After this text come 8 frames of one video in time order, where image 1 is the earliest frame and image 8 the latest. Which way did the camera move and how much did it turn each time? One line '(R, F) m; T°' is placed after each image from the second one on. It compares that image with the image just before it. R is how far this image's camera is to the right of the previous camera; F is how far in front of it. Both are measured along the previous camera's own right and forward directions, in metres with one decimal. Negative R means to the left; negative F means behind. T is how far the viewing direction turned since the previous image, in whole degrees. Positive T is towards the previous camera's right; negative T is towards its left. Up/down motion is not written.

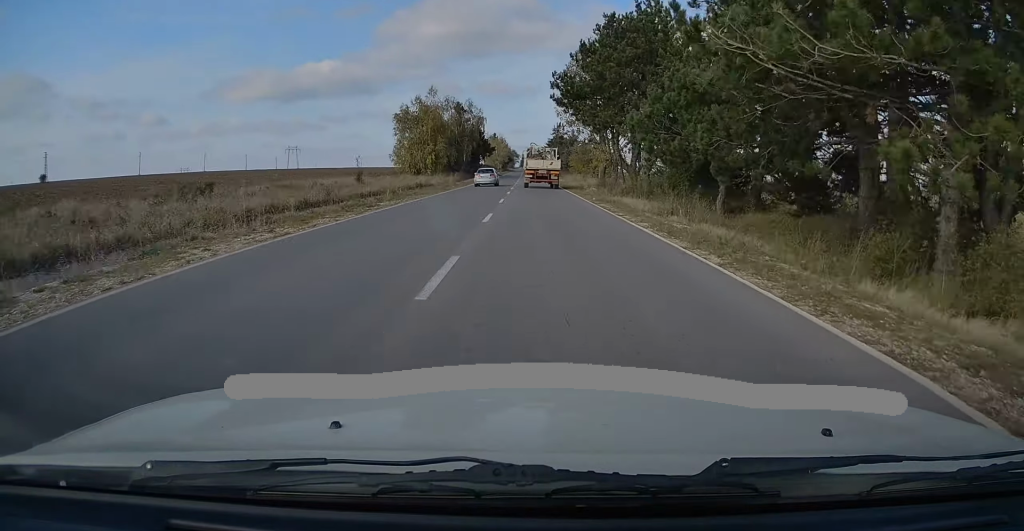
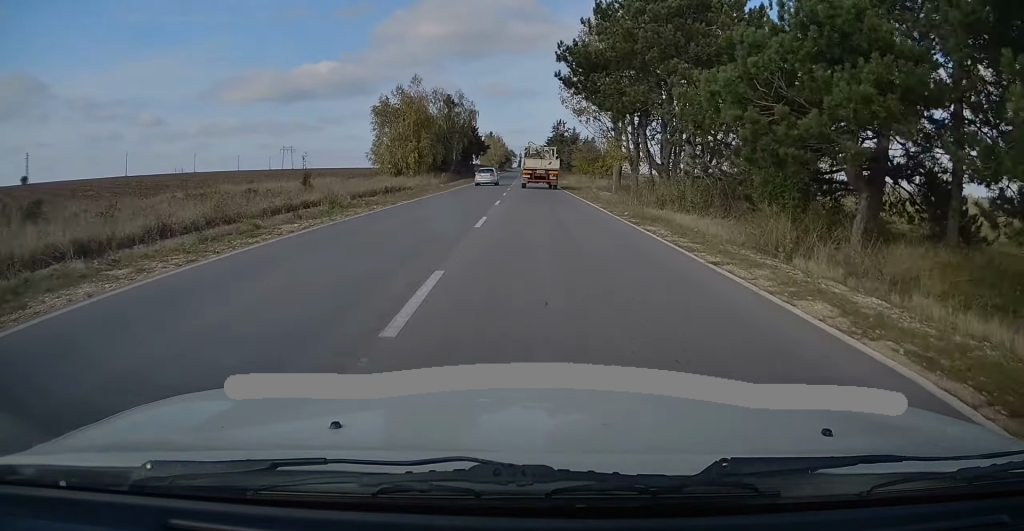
(+0.1, +10.0) m; 0°
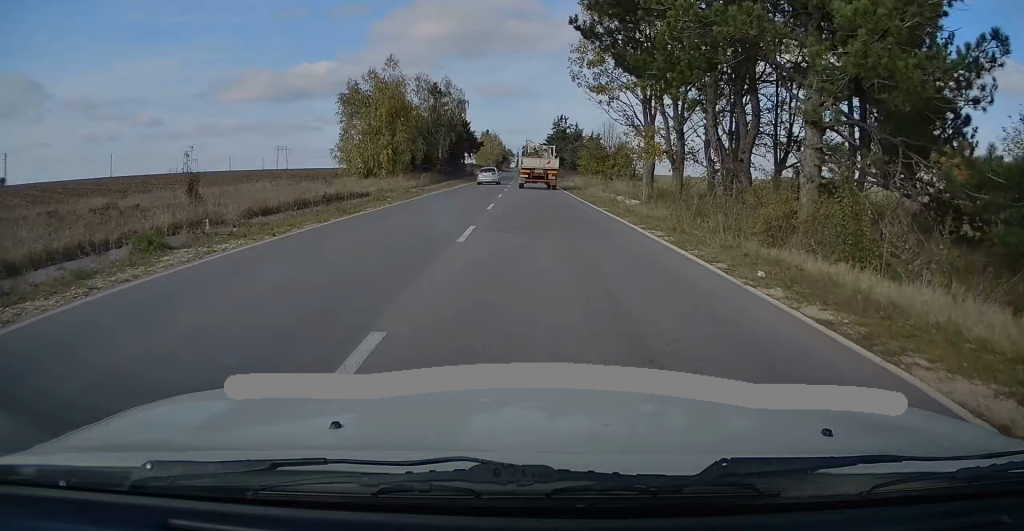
(0.0, +11.9) m; 0°
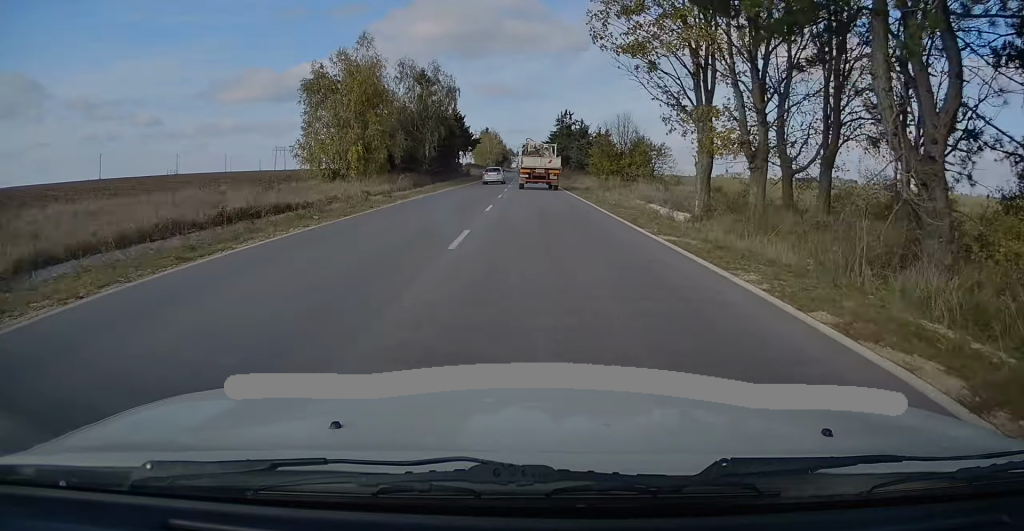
(+0.1, +9.9) m; 0°
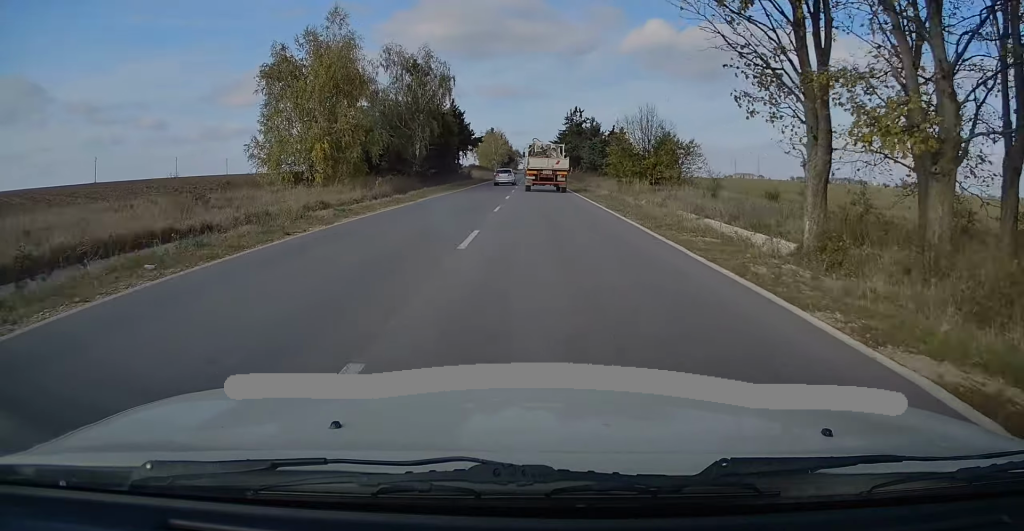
(-0.1, +8.7) m; 0°
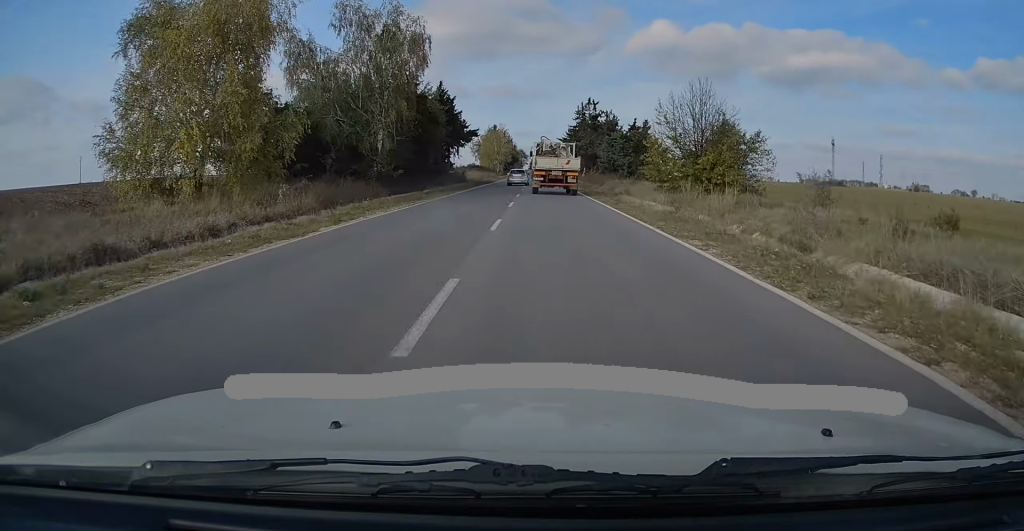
(-0.1, +14.5) m; 0°
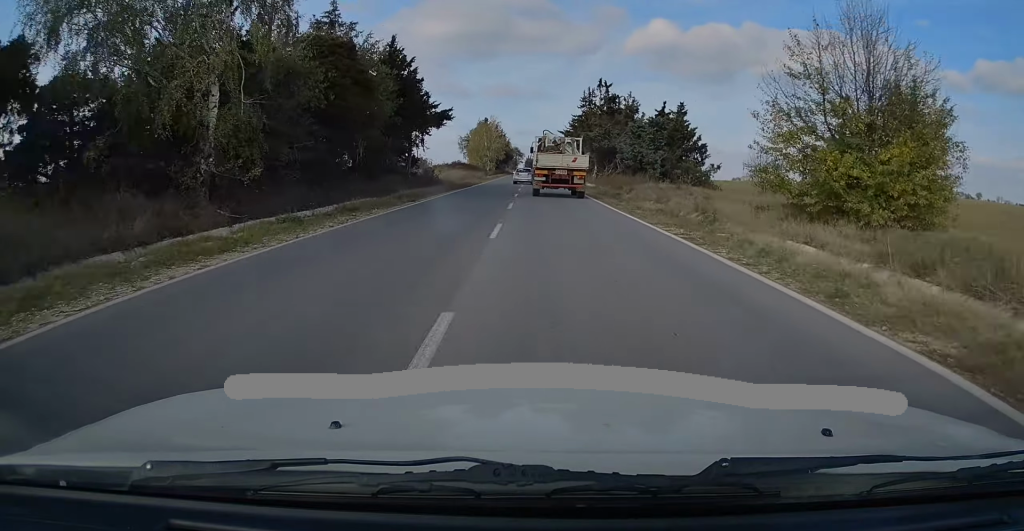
(+0.2, +19.4) m; 0°
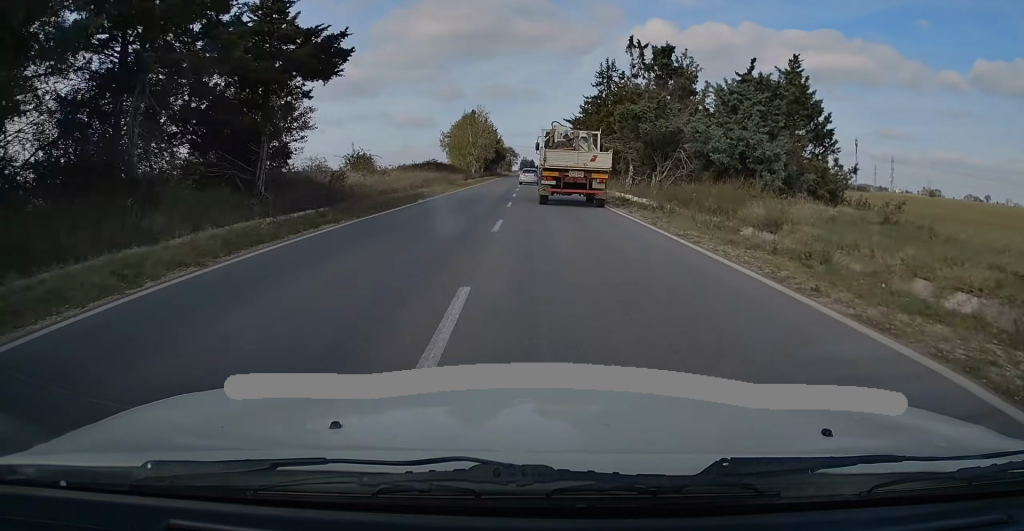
(-0.1, +25.5) m; 0°
